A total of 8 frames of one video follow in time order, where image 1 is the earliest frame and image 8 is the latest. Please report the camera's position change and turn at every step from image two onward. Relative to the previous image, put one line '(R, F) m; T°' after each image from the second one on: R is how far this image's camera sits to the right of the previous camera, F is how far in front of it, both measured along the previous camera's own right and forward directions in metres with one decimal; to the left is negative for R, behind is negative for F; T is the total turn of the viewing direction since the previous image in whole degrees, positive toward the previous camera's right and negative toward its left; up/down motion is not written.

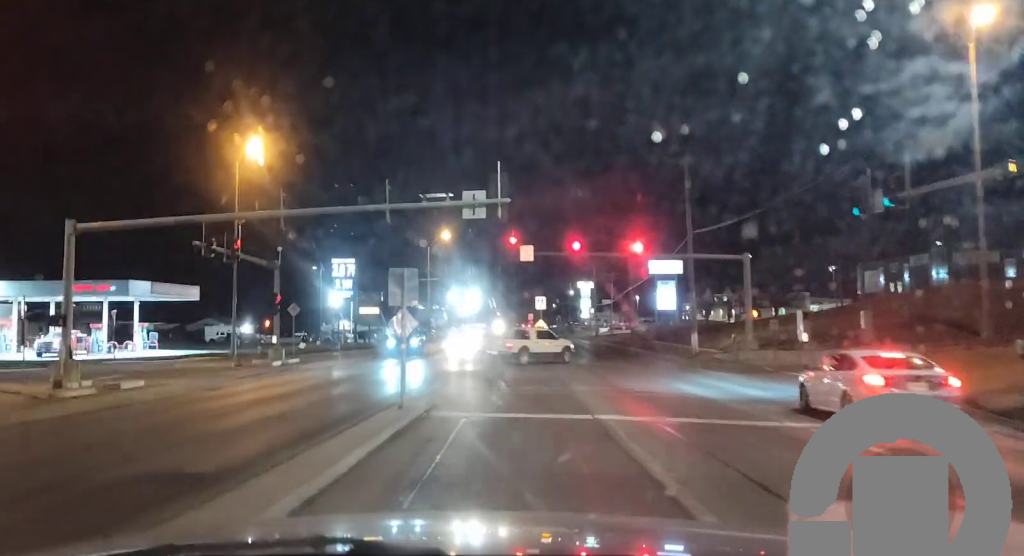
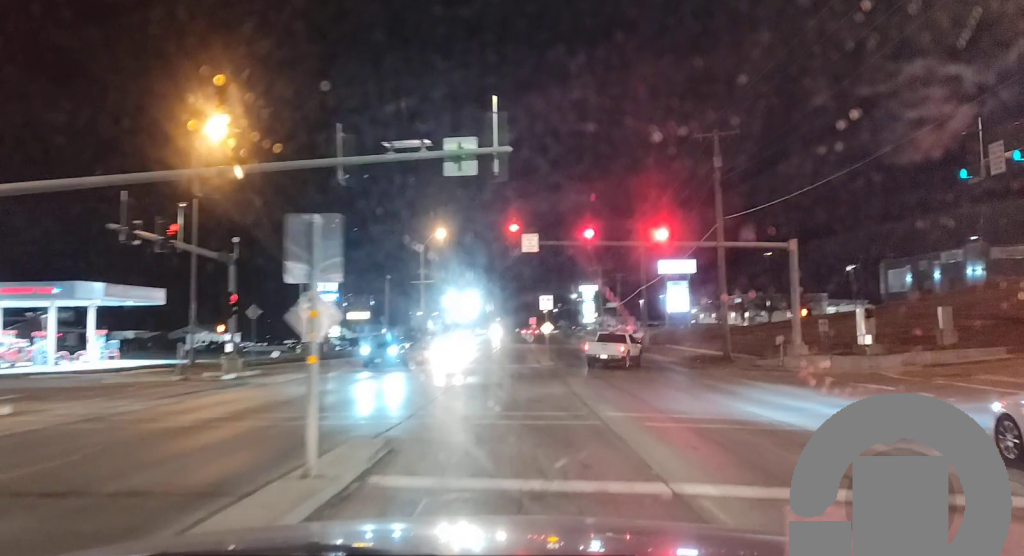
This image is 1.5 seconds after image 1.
(0.0, +8.0) m; 0°
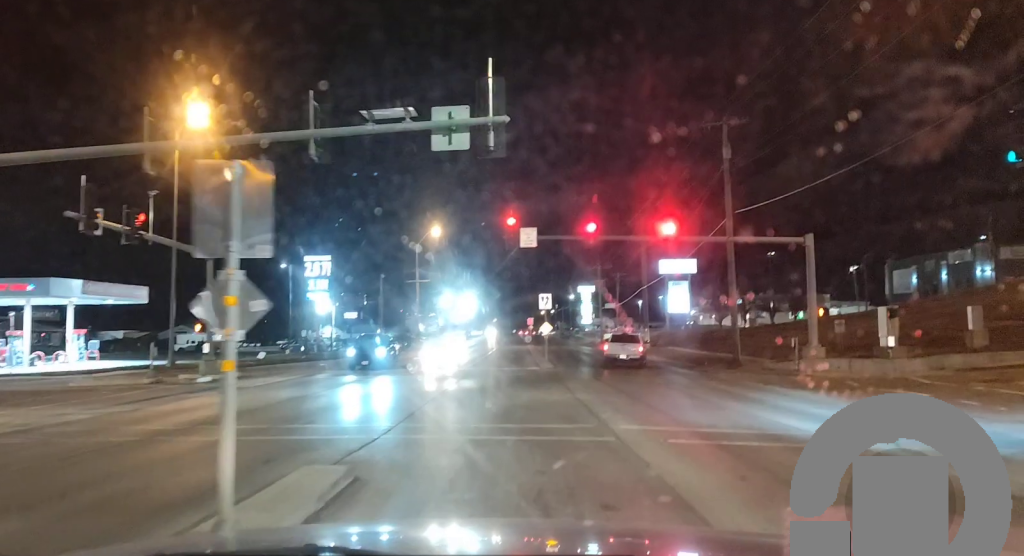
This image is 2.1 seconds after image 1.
(0.0, +2.4) m; 0°
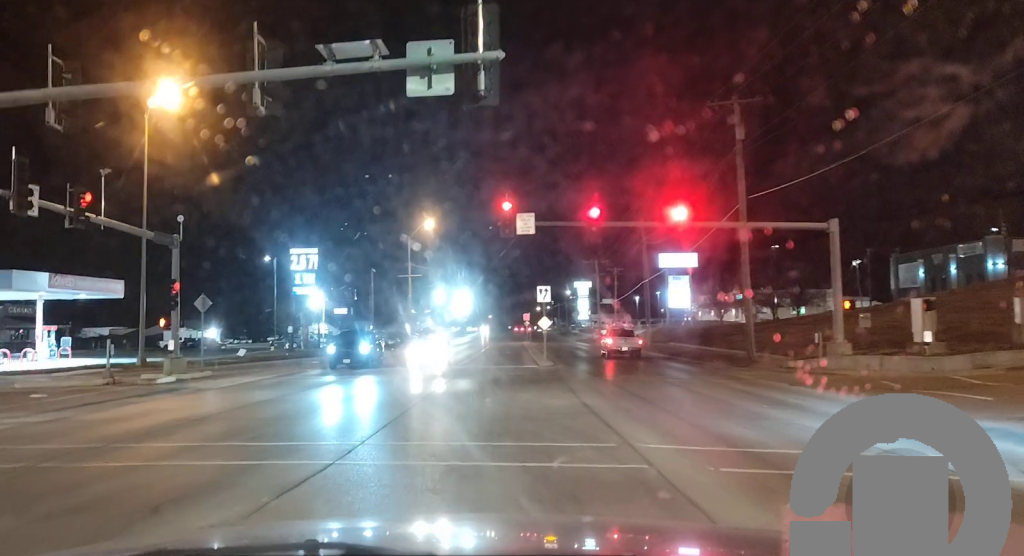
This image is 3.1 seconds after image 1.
(0.0, +3.5) m; -1°
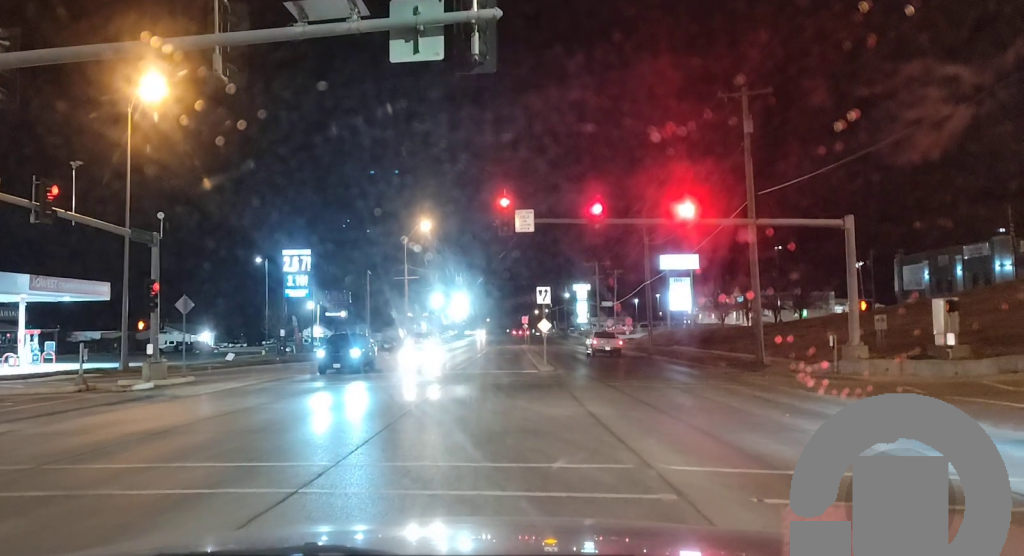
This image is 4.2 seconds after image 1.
(0.0, +2.1) m; -1°
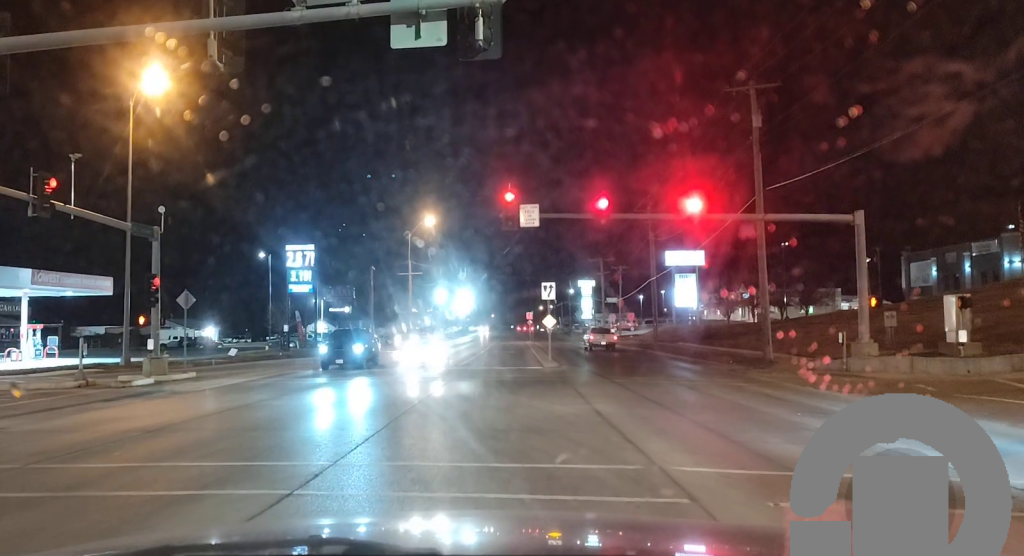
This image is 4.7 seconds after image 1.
(0.0, +0.7) m; 0°
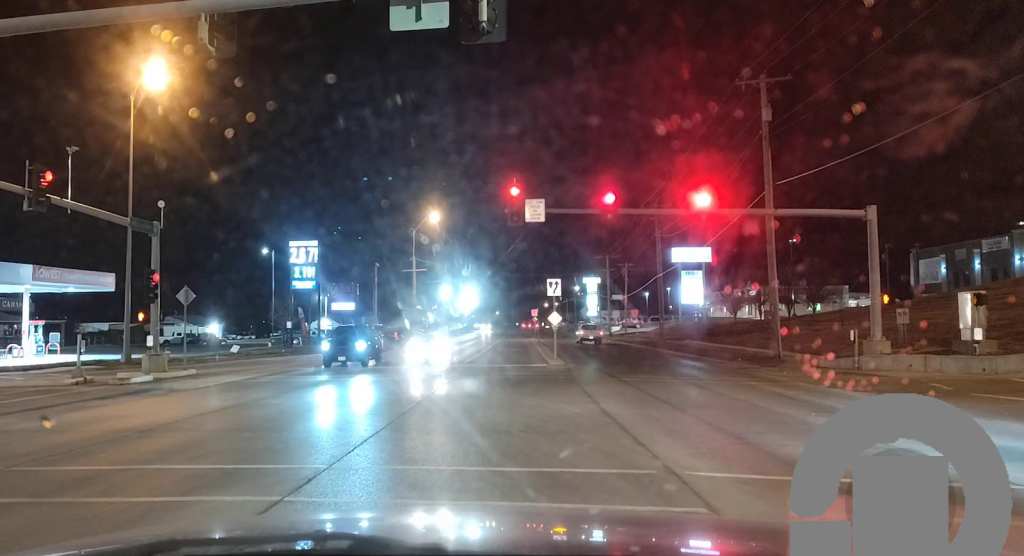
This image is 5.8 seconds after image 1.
(+0.1, +0.8) m; 0°
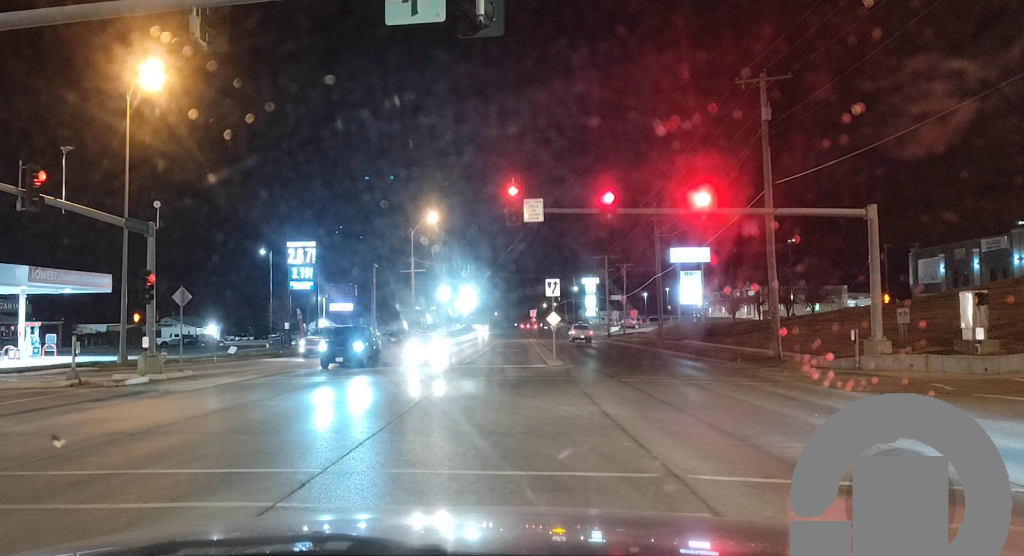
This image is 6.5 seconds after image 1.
(0.0, +0.2) m; 0°
